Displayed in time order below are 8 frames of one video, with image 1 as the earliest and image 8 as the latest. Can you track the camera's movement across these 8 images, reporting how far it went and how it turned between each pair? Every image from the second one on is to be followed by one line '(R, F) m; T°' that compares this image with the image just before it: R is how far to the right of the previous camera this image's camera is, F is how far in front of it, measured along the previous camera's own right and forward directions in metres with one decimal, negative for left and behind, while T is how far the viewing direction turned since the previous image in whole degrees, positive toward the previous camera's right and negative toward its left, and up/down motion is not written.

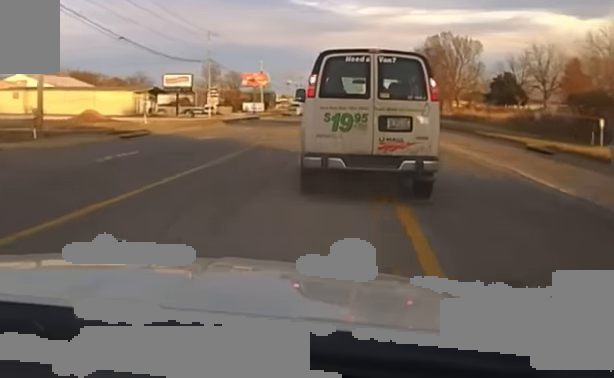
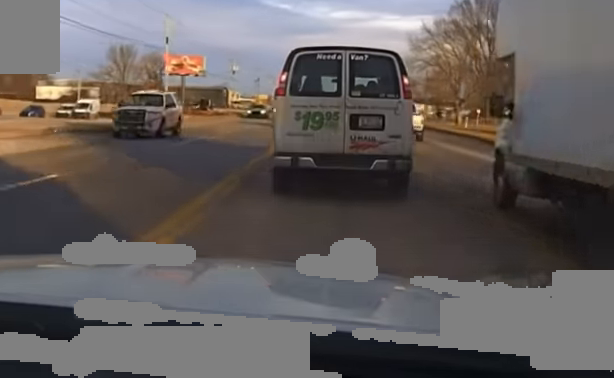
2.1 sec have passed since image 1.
(+1.7, +73.5) m; +3°
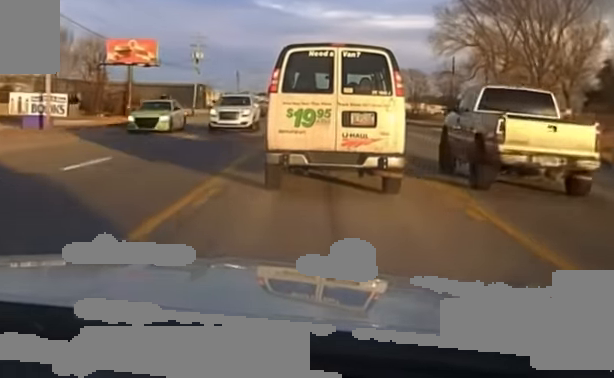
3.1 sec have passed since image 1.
(+0.4, +36.0) m; +1°
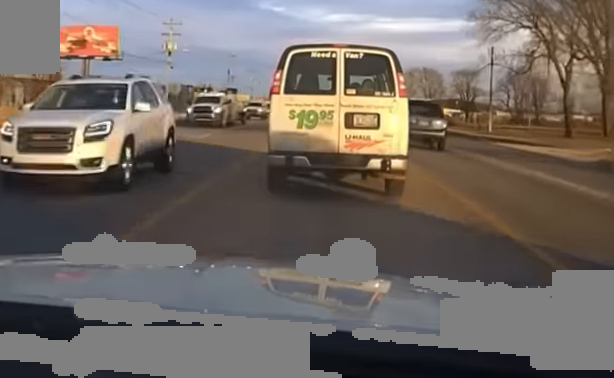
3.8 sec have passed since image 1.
(0.0, +19.5) m; 0°
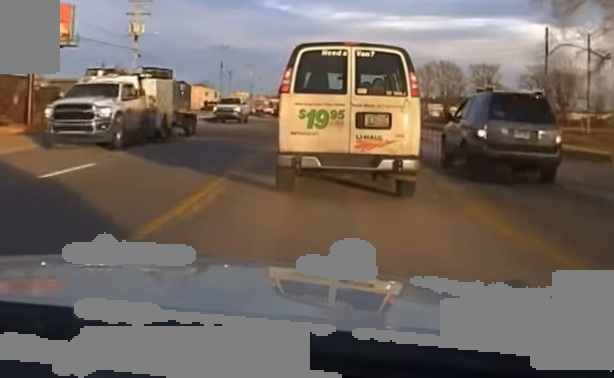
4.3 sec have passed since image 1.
(0.0, +15.9) m; 0°
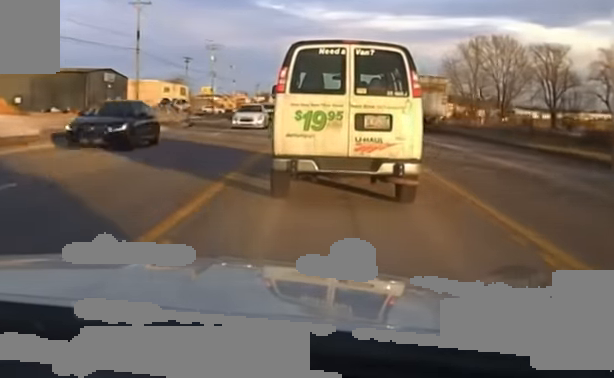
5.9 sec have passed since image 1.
(-0.3, +50.1) m; -1°
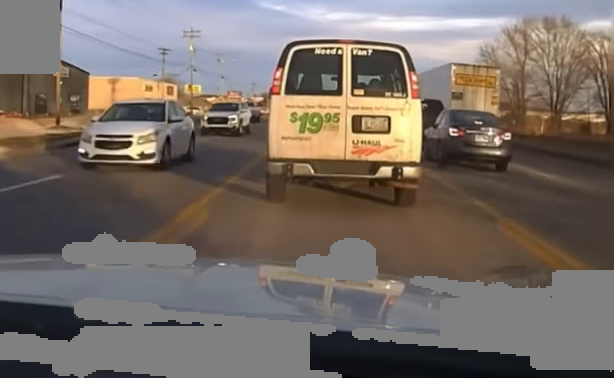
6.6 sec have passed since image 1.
(-0.1, +21.3) m; 0°
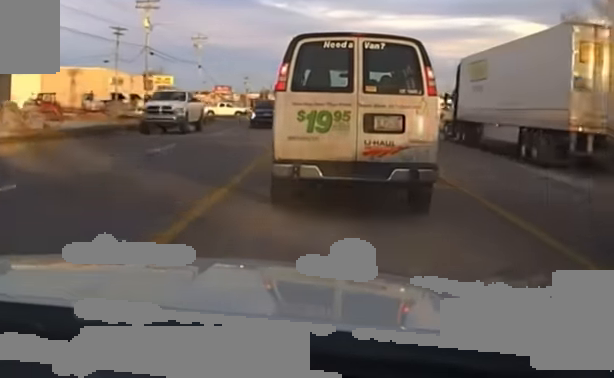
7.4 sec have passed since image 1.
(+0.1, +26.7) m; +1°
